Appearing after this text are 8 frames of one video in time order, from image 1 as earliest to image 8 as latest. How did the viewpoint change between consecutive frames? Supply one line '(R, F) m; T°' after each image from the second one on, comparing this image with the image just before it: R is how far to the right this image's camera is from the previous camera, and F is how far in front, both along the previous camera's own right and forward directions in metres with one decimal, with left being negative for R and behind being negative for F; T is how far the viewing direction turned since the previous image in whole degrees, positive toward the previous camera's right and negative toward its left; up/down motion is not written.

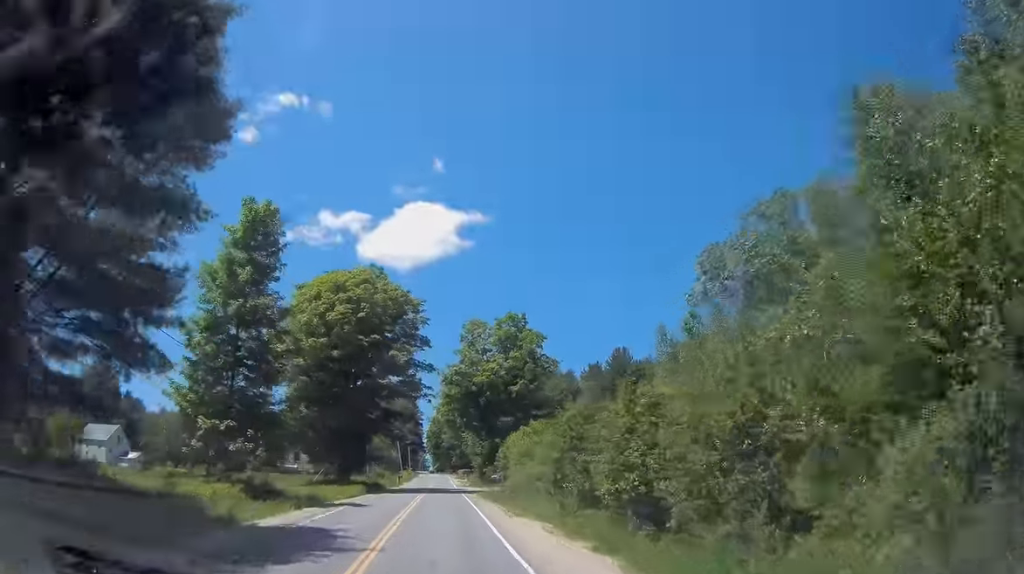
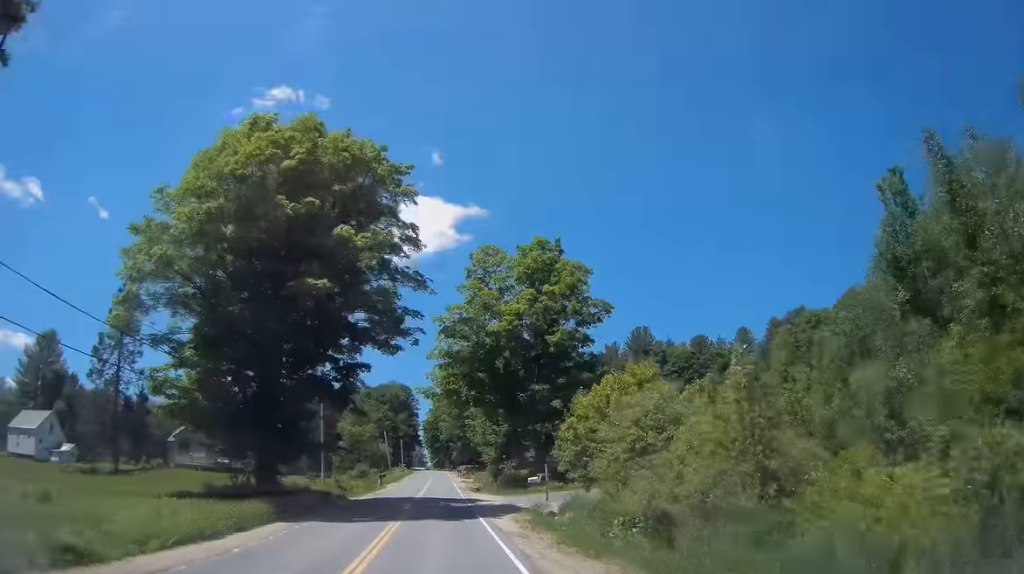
(+0.4, +25.6) m; 0°
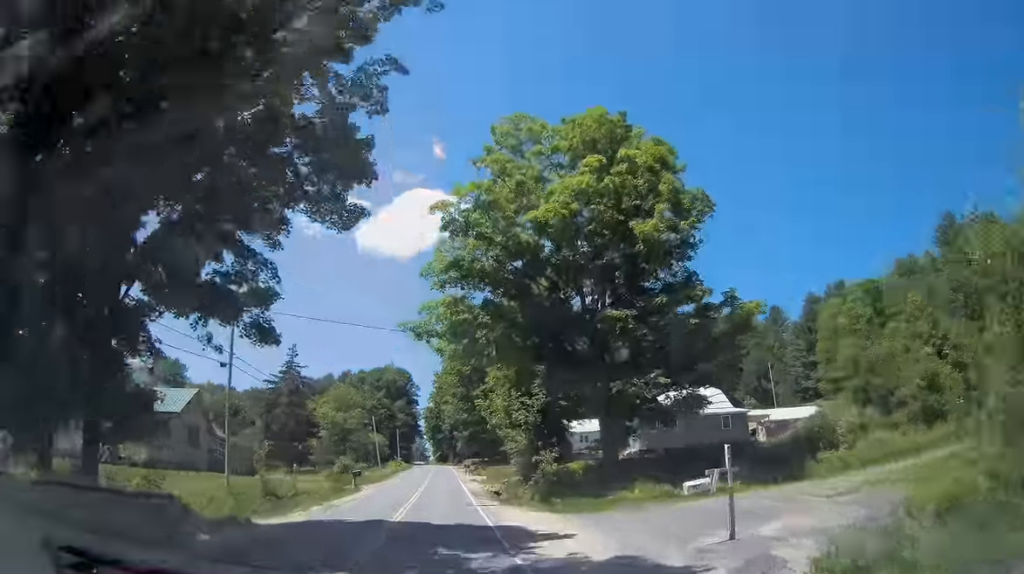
(-0.4, +20.9) m; -1°
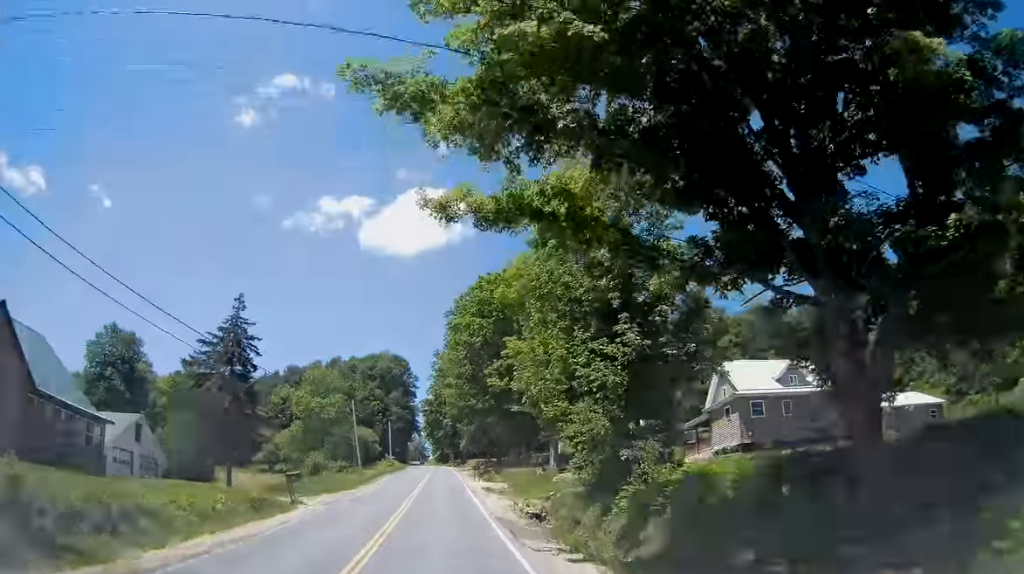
(+0.2, +19.1) m; +1°
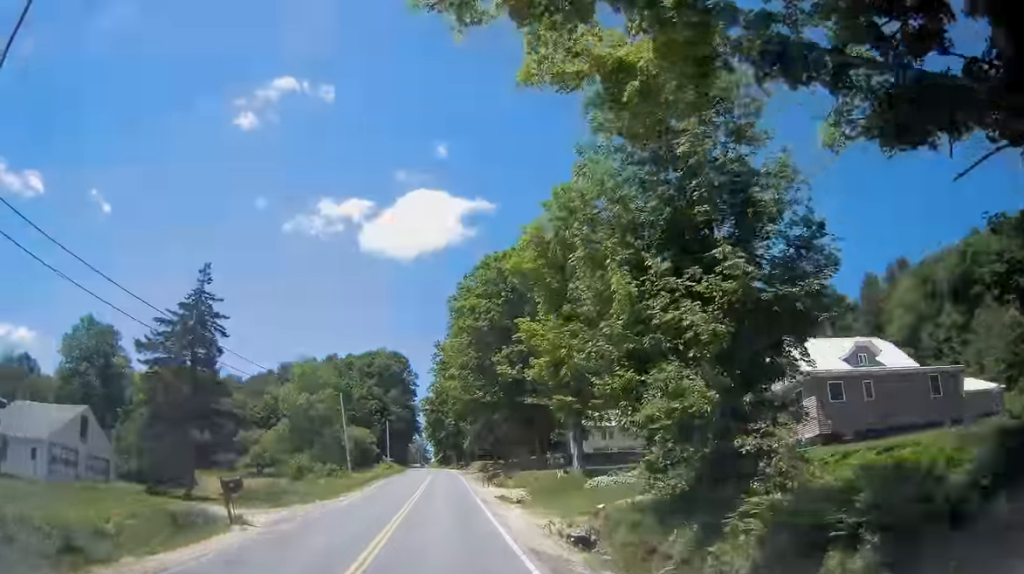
(+0.2, +8.0) m; 0°
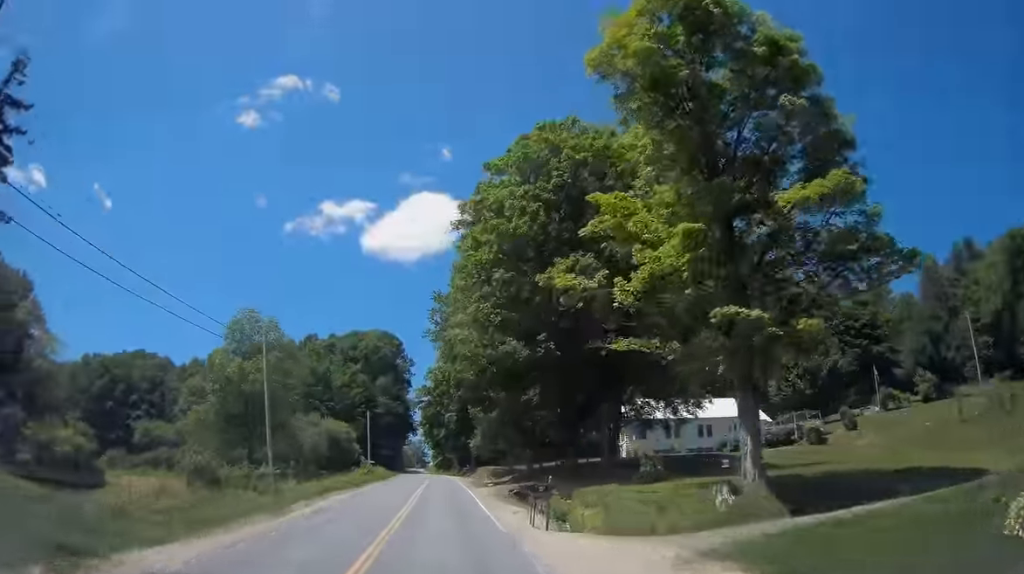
(-0.4, +24.1) m; -2°
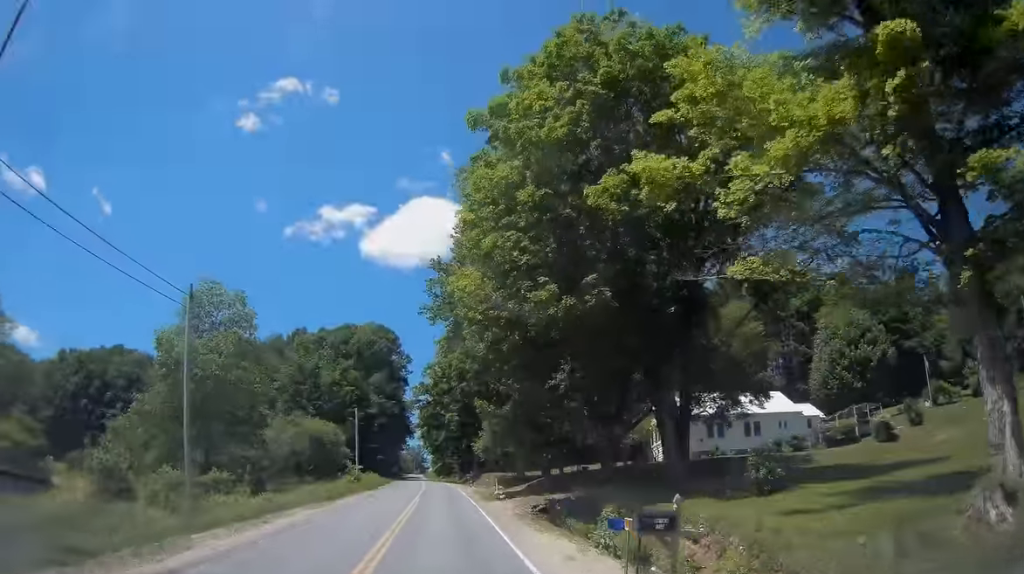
(0.0, +9.9) m; 0°
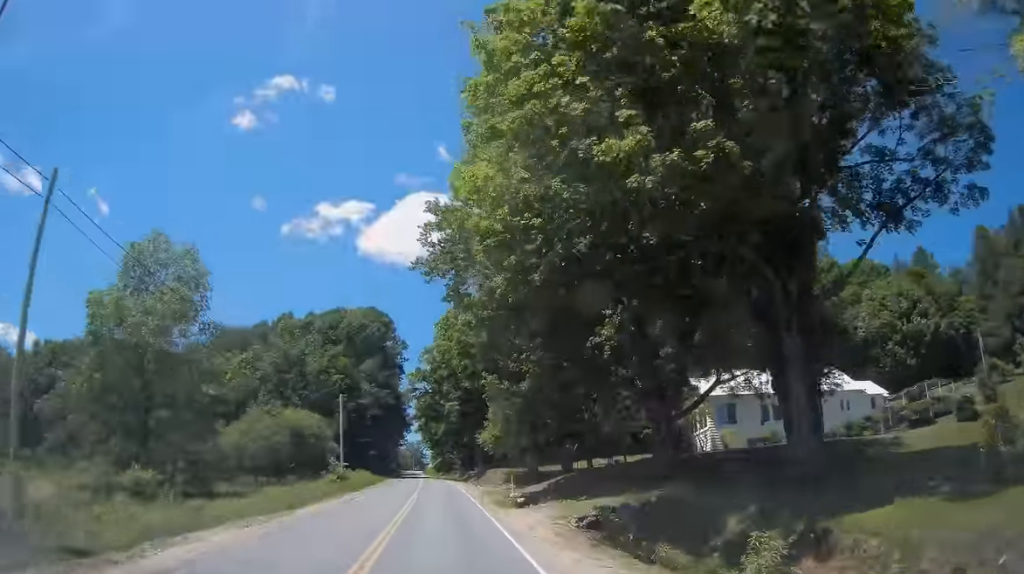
(0.0, +9.3) m; 0°
